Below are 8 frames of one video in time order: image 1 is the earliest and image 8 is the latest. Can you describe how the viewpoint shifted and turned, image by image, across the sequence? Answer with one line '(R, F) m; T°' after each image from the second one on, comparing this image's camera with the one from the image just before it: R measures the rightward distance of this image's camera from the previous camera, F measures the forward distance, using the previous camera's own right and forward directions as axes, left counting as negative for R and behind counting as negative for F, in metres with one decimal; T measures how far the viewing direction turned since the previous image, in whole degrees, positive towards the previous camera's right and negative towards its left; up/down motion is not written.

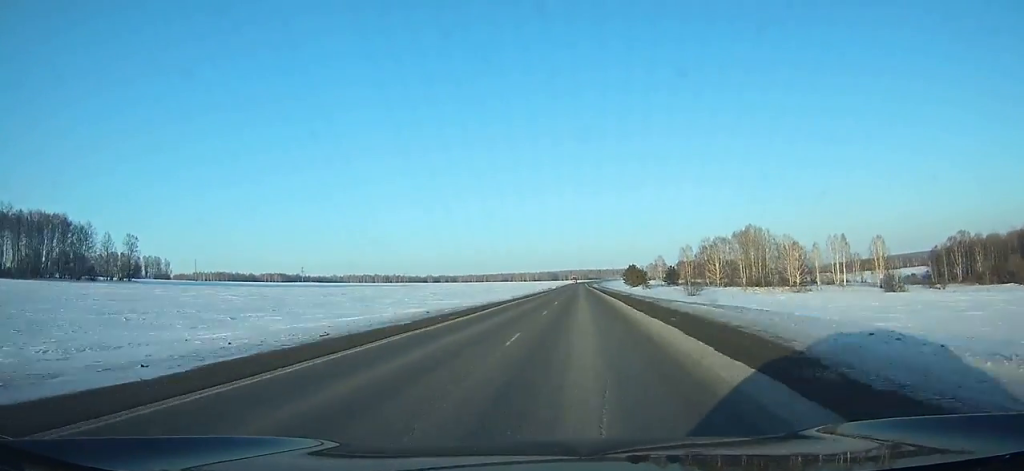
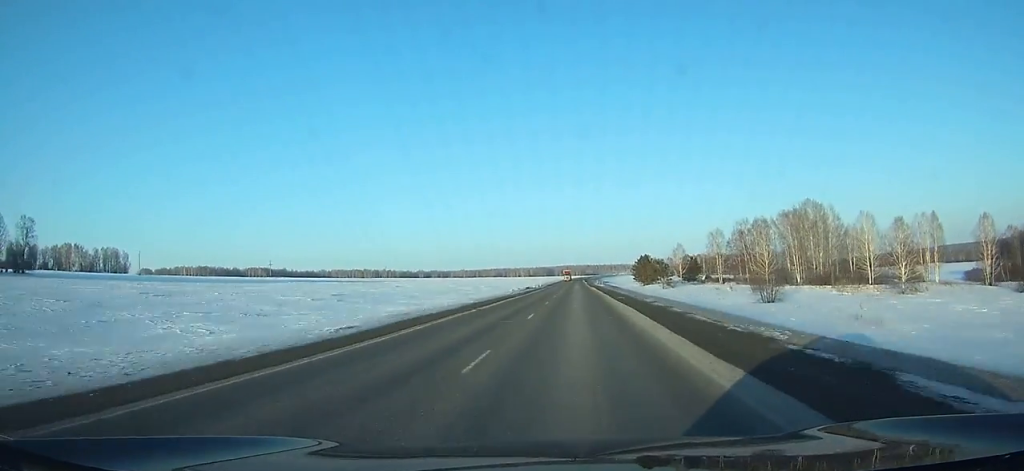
(-0.2, +51.2) m; 0°
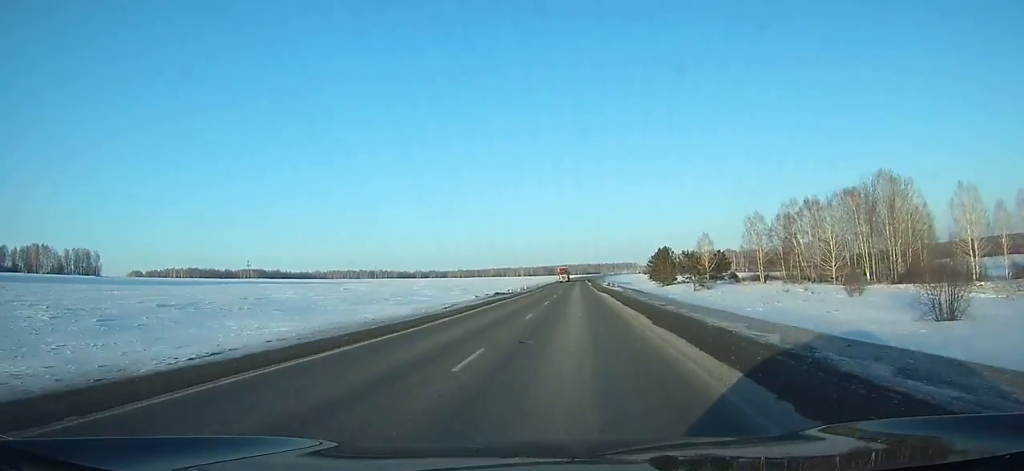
(0.0, +36.1) m; 0°
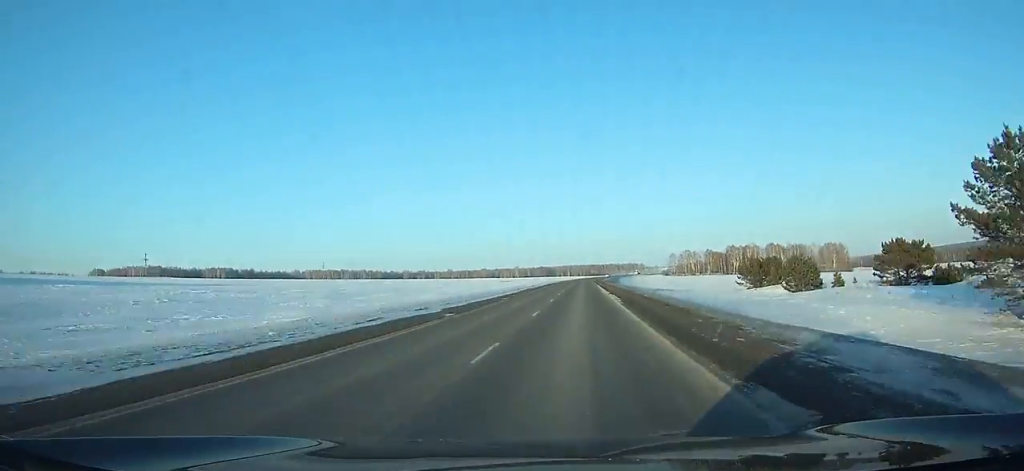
(0.0, +119.7) m; 0°
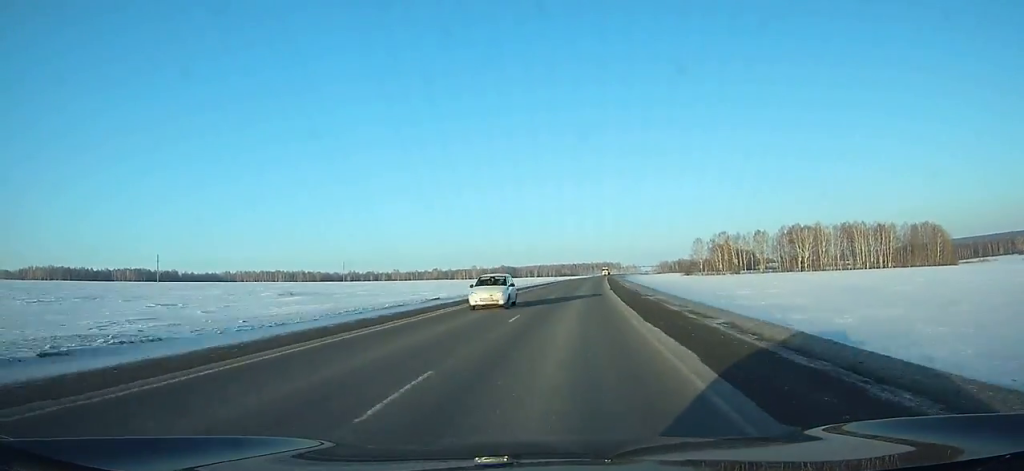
(+2.1, +159.7) m; +3°
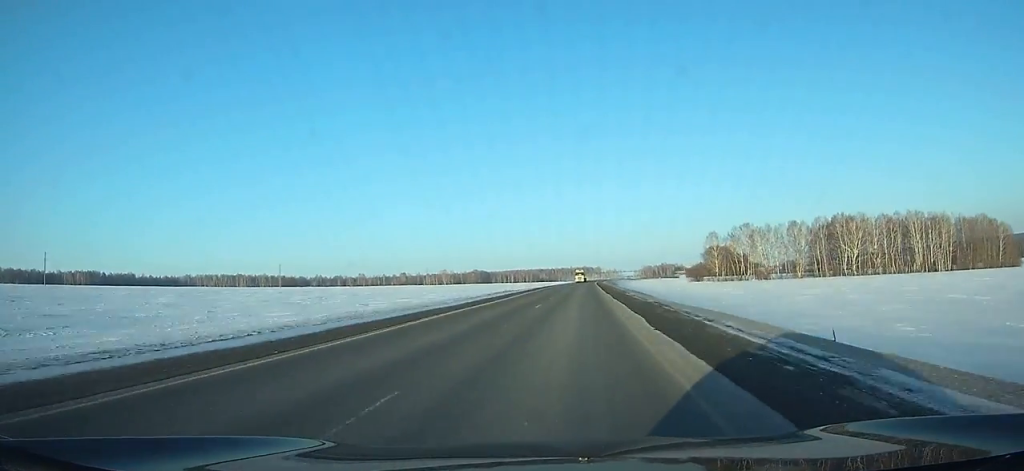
(+1.0, +61.5) m; +2°
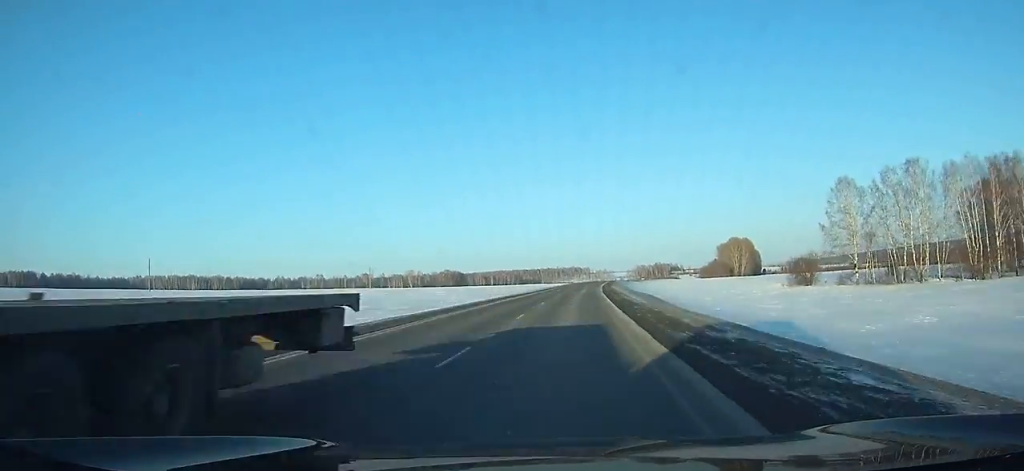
(+1.9, +101.8) m; +2°
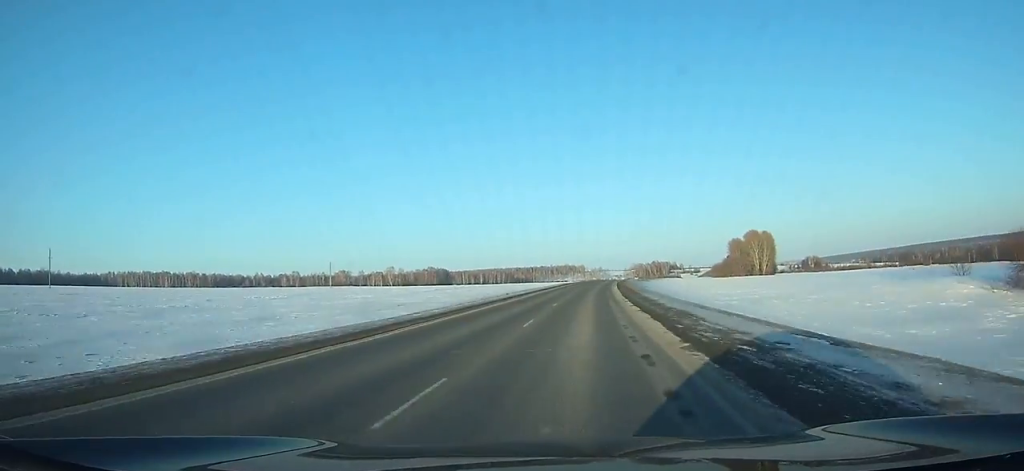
(+0.4, +52.3) m; +2°
